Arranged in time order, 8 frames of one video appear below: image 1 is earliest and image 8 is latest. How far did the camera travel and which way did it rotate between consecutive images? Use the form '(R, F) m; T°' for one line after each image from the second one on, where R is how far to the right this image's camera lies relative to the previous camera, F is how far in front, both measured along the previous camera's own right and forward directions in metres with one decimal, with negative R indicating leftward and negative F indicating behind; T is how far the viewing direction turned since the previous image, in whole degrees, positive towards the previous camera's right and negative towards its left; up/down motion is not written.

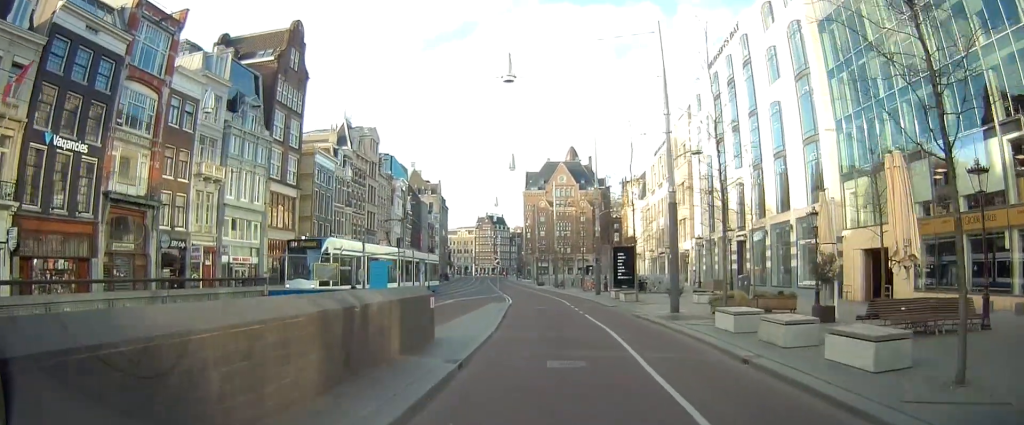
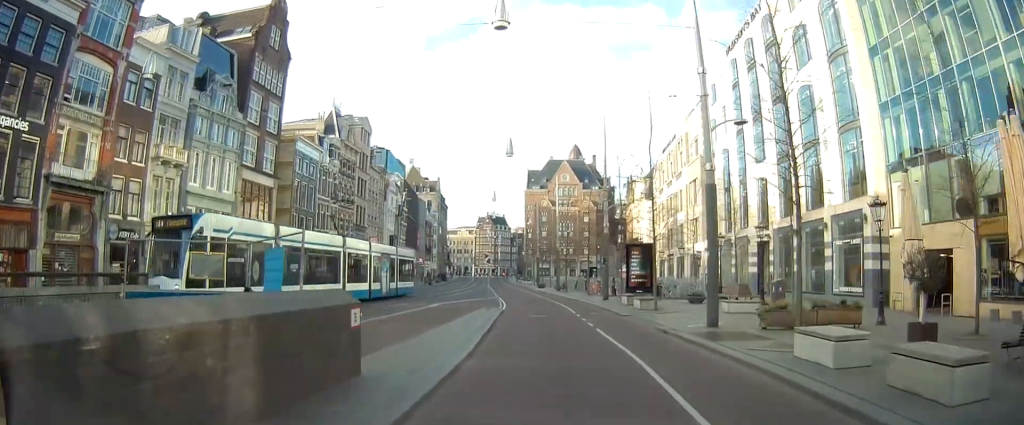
(0.0, +5.4) m; 0°
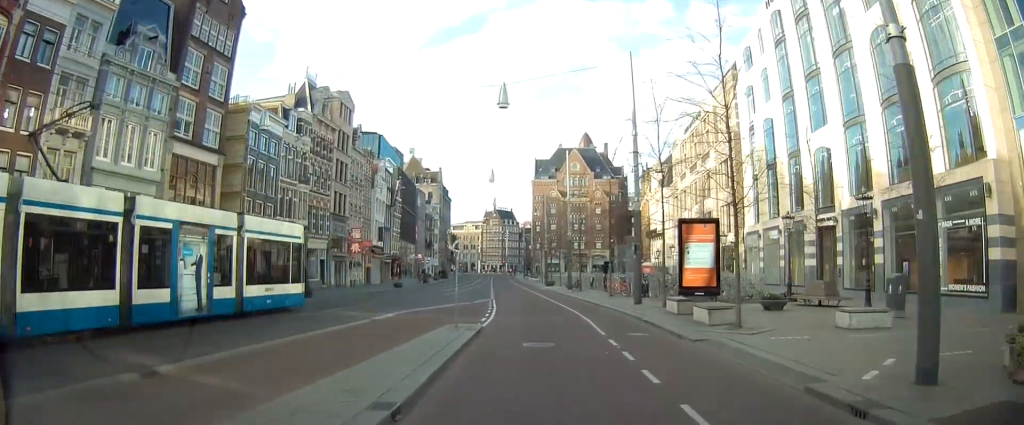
(0.0, +10.5) m; -1°
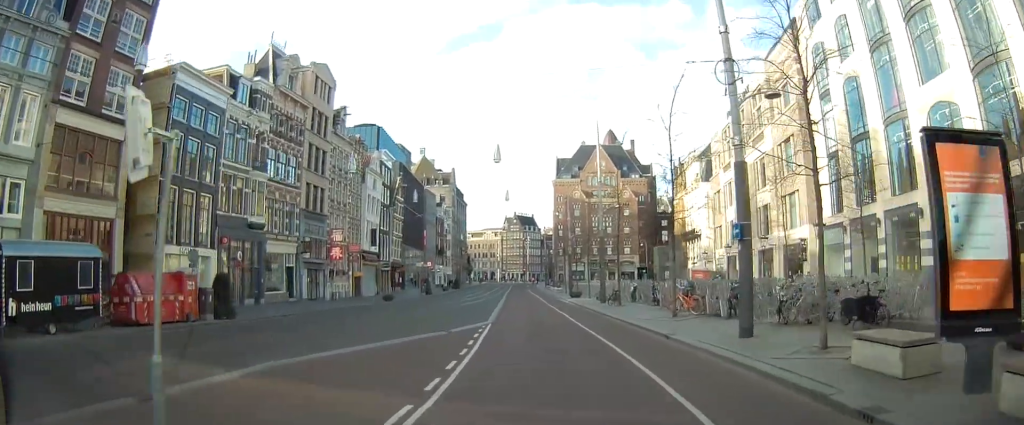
(-0.1, +12.8) m; -1°
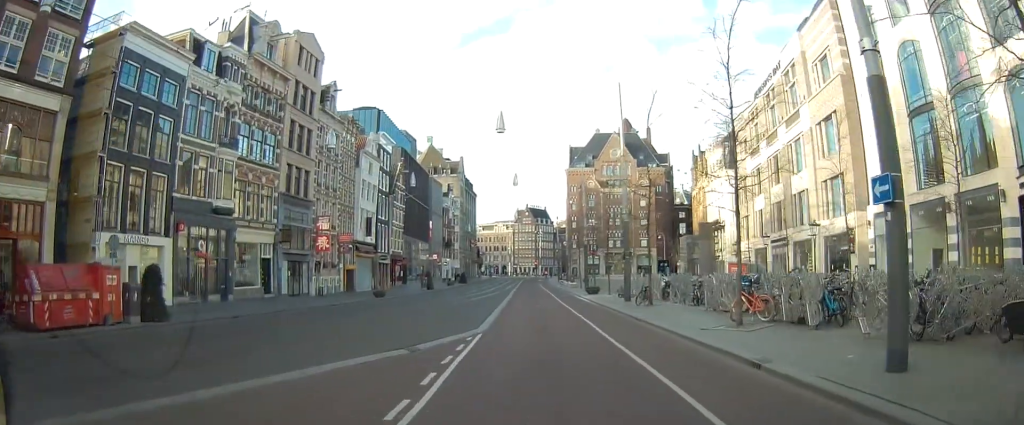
(+0.1, +6.7) m; -1°
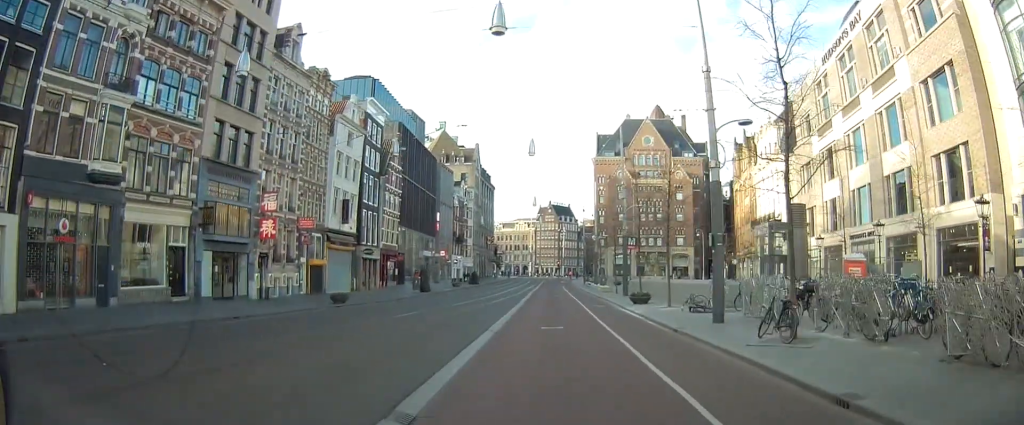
(-0.4, +14.1) m; -2°
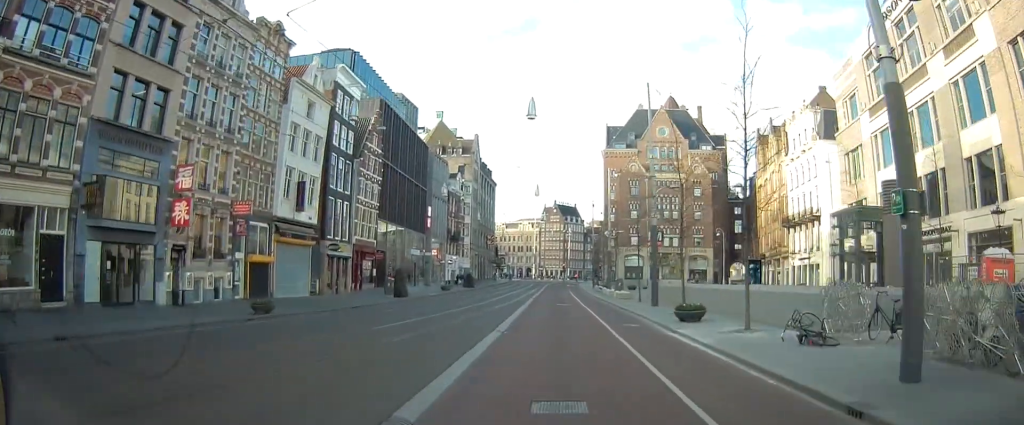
(-0.1, +10.5) m; -1°
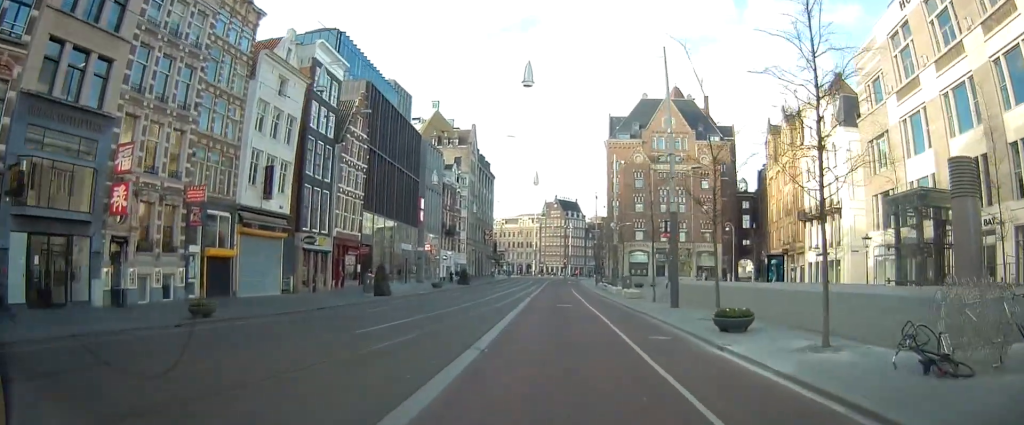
(0.0, +4.9) m; -1°
